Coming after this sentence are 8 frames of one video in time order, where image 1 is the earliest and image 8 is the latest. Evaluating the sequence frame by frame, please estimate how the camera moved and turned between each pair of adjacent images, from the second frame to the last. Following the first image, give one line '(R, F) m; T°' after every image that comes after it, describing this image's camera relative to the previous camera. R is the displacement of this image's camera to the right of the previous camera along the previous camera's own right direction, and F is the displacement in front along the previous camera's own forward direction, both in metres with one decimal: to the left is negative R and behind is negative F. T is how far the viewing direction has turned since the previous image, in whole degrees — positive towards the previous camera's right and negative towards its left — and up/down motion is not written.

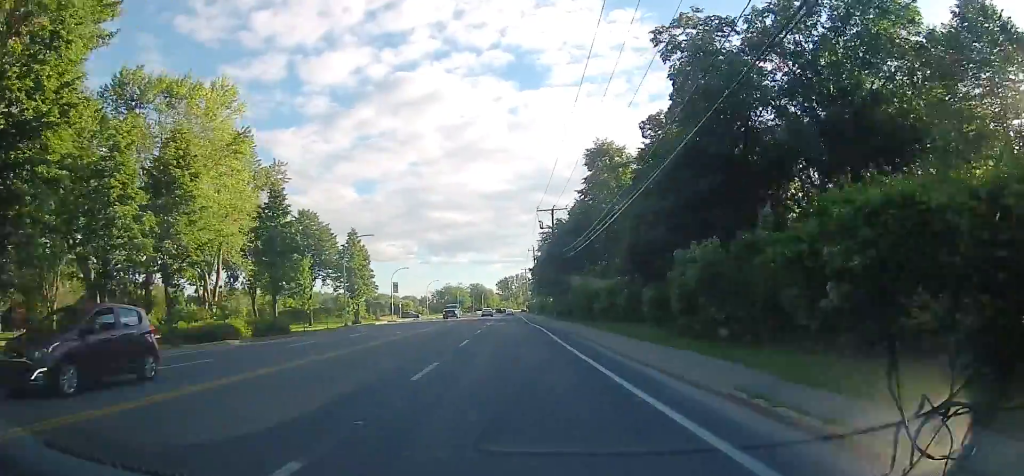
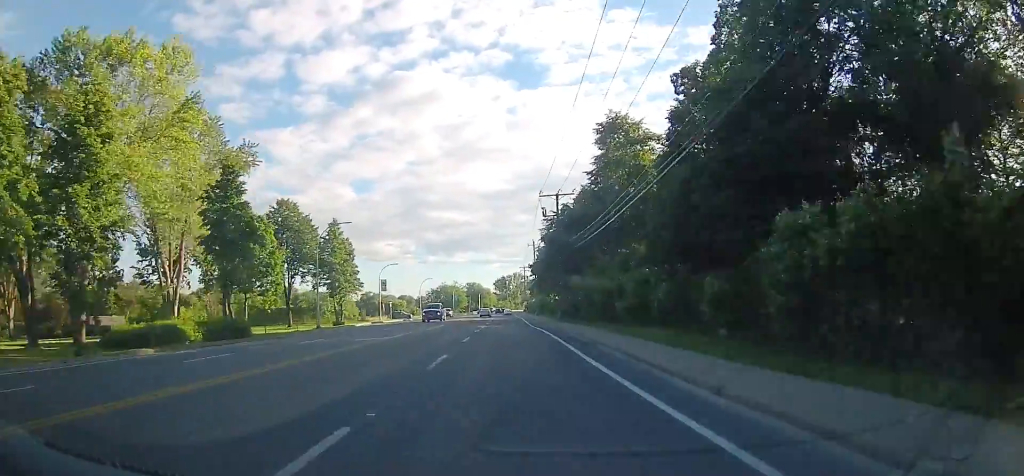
(0.0, +7.6) m; 0°
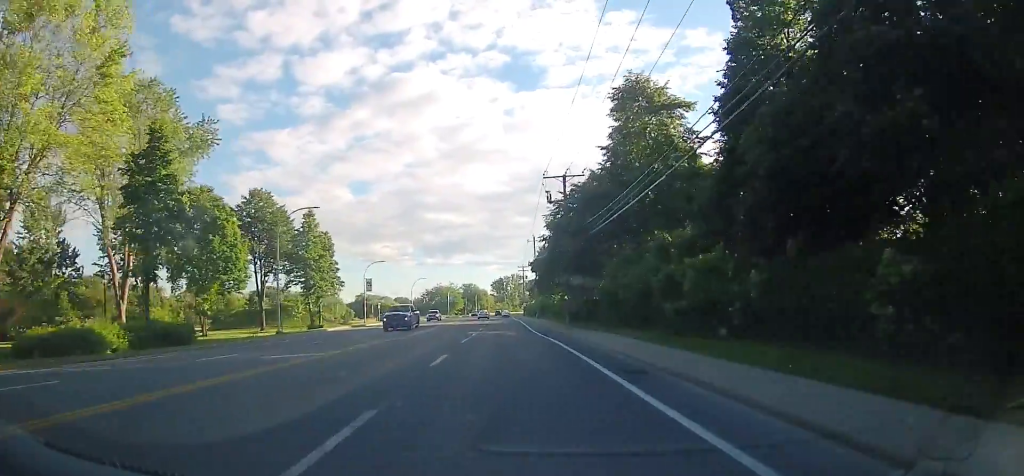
(0.0, +8.5) m; 0°
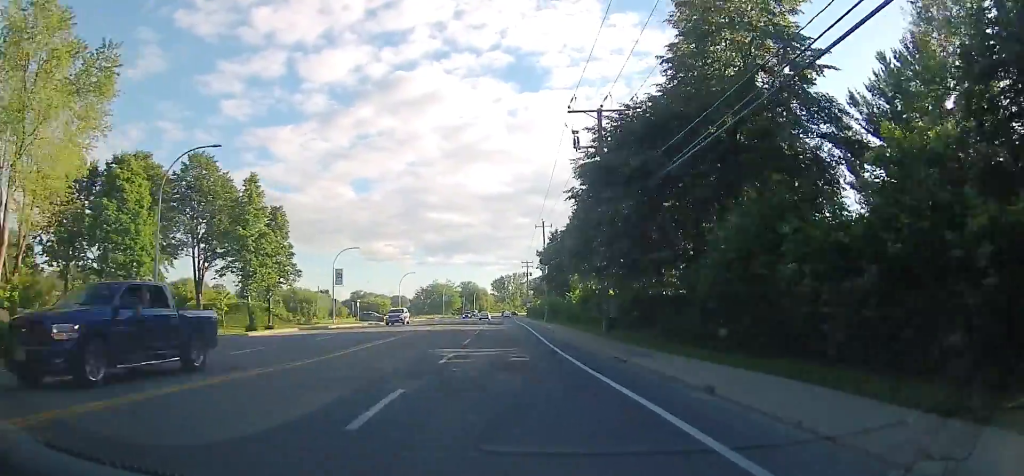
(0.0, +15.6) m; 0°
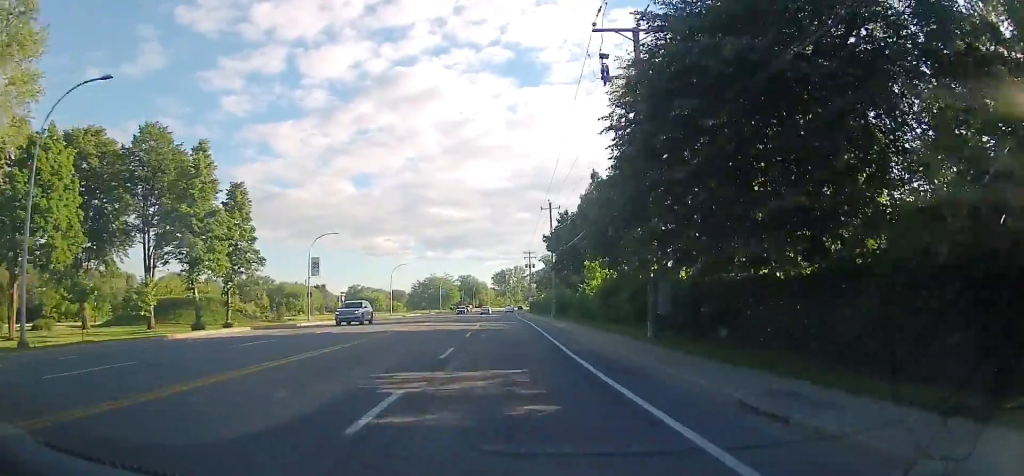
(0.0, +8.8) m; 0°
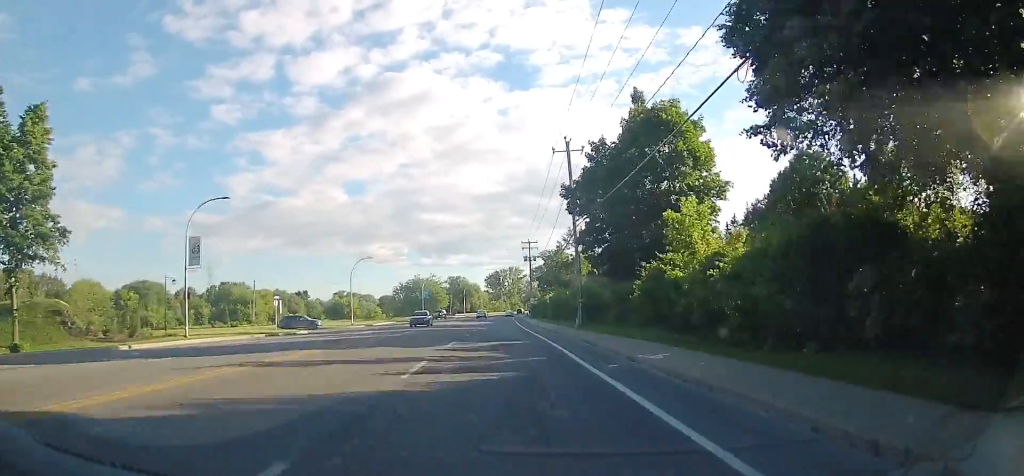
(-0.1, +22.9) m; 0°
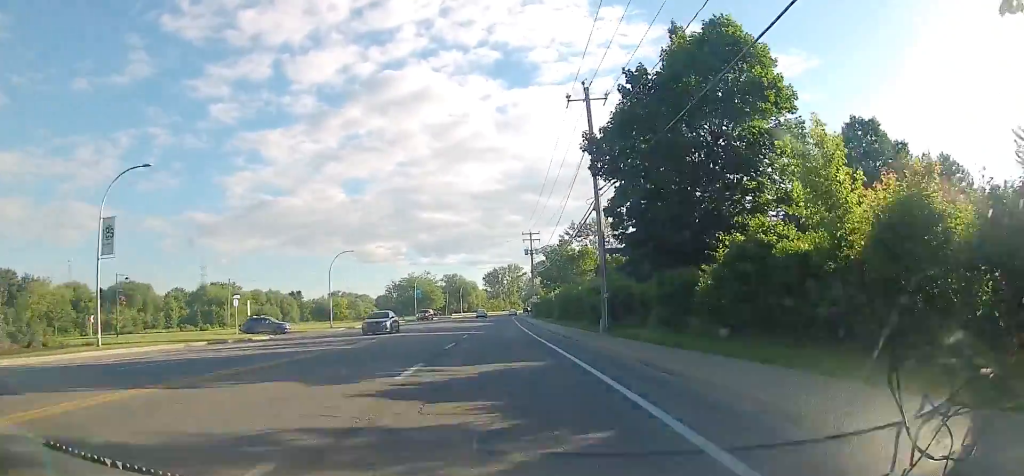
(+0.1, +9.0) m; 0°
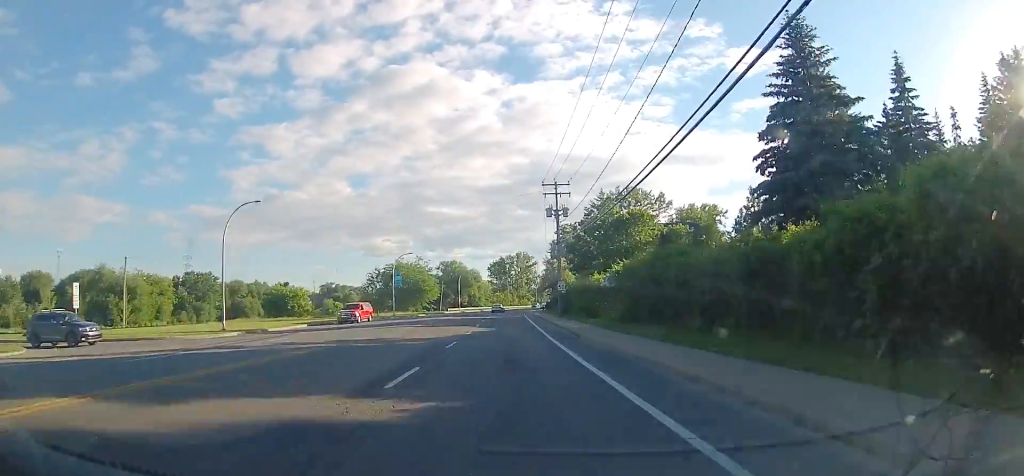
(0.0, +28.7) m; 0°
